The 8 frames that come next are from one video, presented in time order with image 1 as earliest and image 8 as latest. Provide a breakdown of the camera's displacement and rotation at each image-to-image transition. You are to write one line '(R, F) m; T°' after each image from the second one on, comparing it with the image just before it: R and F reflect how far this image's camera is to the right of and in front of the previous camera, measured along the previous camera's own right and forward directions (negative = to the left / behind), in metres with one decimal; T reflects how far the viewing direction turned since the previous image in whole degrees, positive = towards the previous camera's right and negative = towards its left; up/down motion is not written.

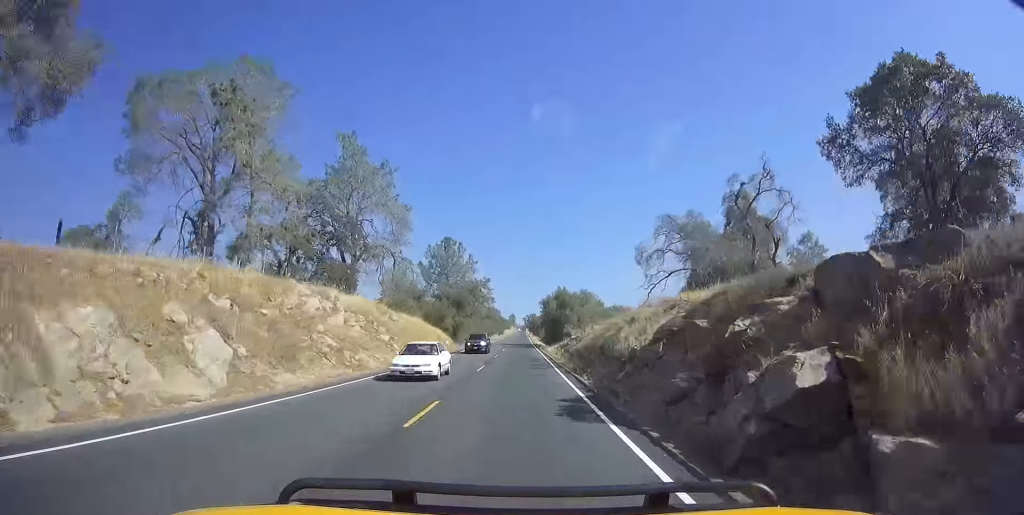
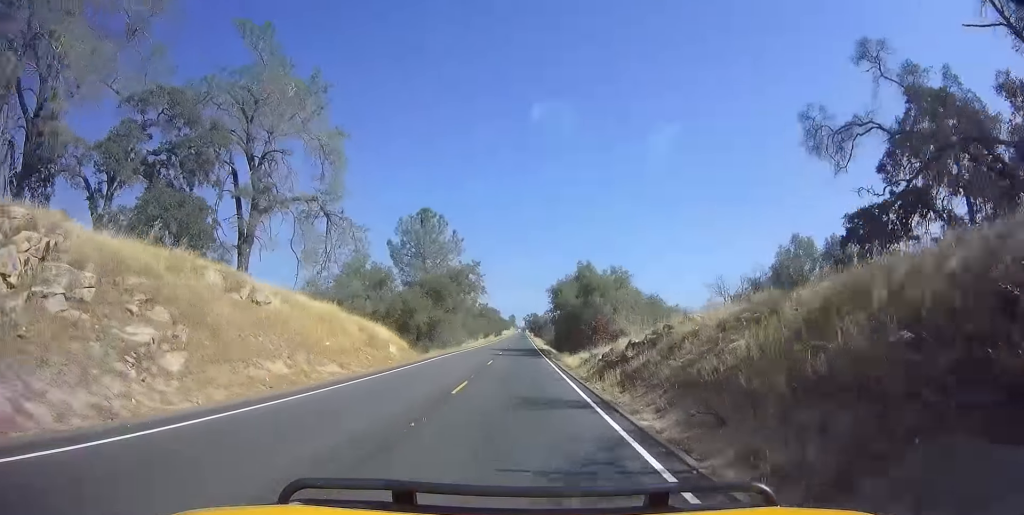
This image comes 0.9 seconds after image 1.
(0.0, +23.8) m; 0°
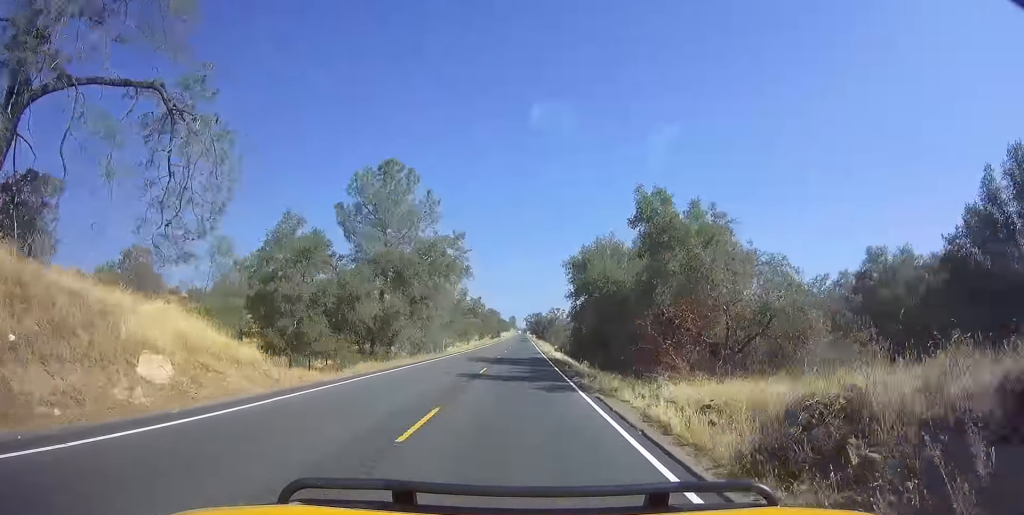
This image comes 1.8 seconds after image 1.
(0.0, +21.9) m; 0°
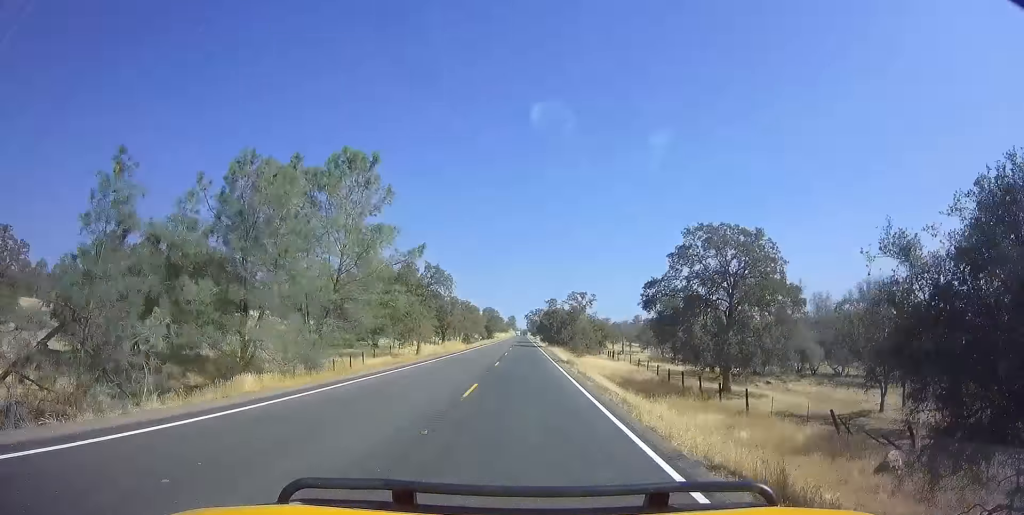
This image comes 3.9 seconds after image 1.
(0.0, +52.2) m; 0°
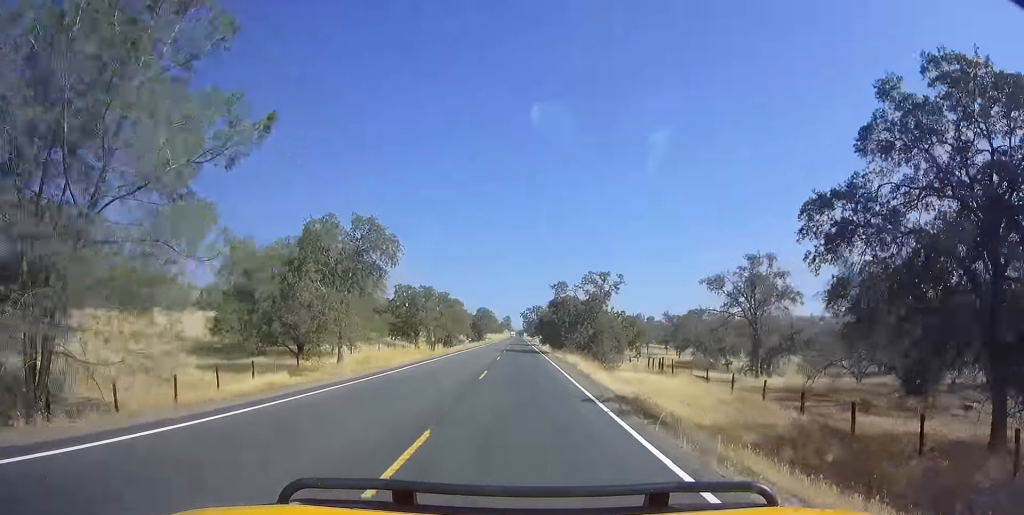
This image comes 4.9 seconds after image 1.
(0.0, +24.0) m; 0°
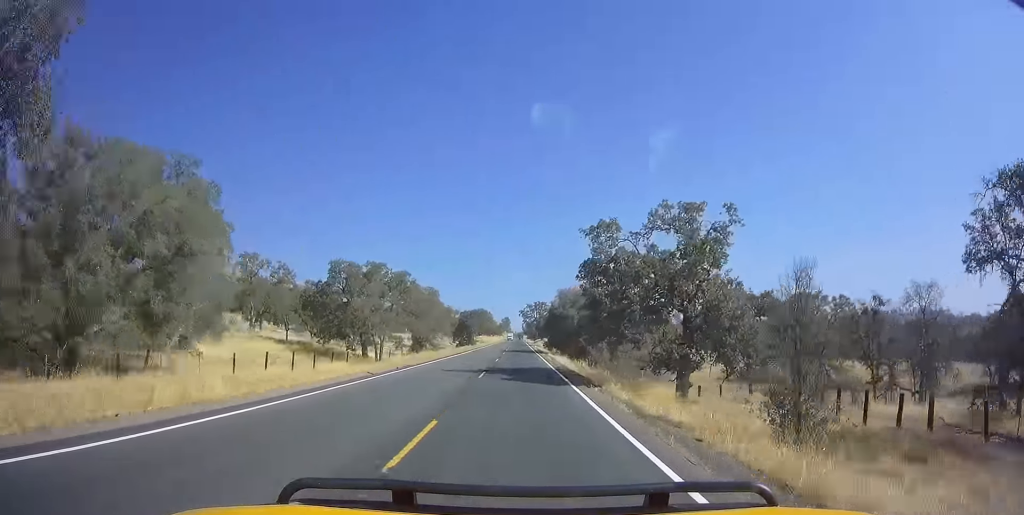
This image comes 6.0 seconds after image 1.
(+0.4, +28.2) m; +2°
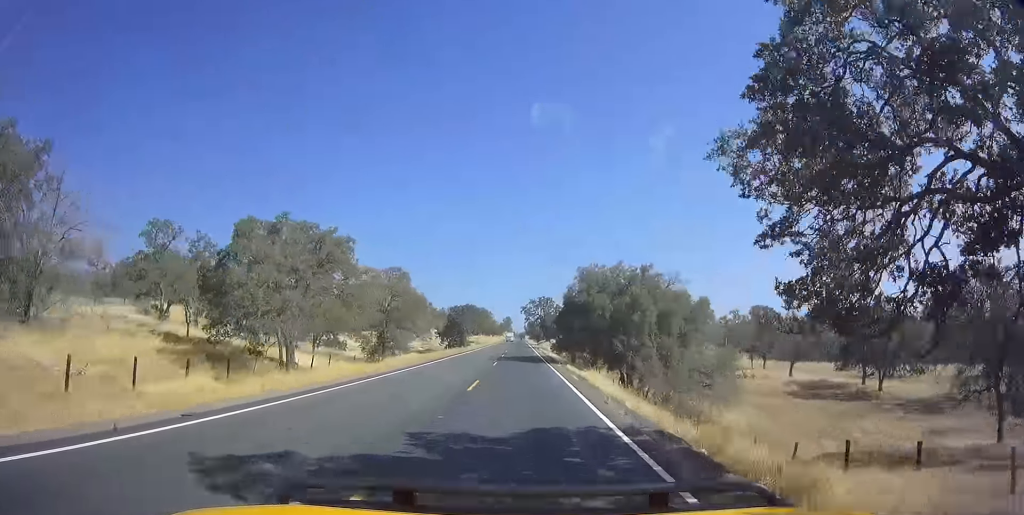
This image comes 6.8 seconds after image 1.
(+0.5, +19.2) m; 0°
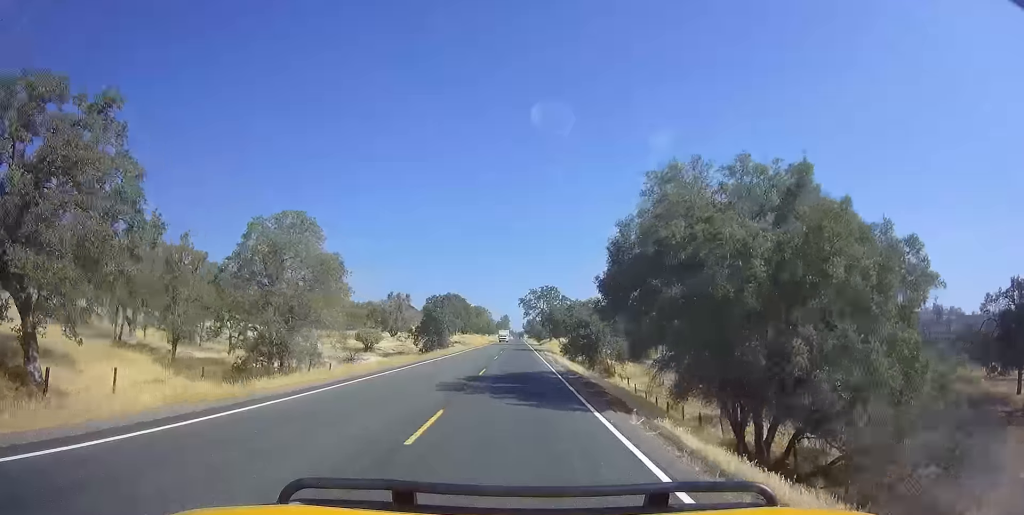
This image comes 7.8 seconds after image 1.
(-0.6, +23.2) m; -1°
